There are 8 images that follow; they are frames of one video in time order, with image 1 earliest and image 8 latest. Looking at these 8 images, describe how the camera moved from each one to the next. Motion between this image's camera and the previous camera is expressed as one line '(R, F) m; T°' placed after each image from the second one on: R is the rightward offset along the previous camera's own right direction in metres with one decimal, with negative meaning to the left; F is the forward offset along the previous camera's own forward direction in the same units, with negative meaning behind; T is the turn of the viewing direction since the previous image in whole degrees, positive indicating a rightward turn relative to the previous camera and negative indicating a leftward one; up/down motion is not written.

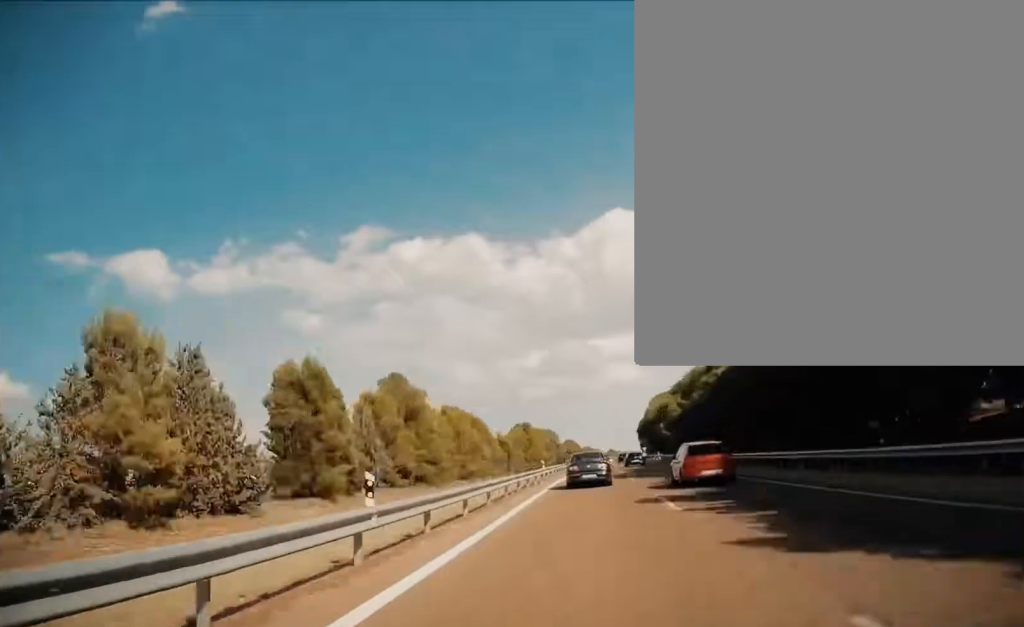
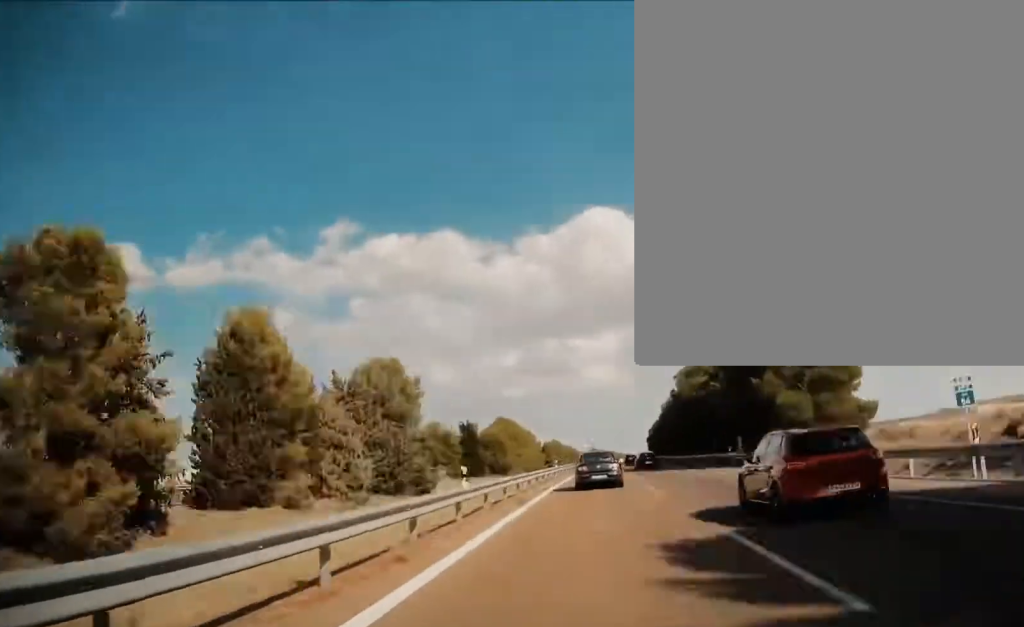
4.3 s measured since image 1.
(+0.8, +155.7) m; +2°
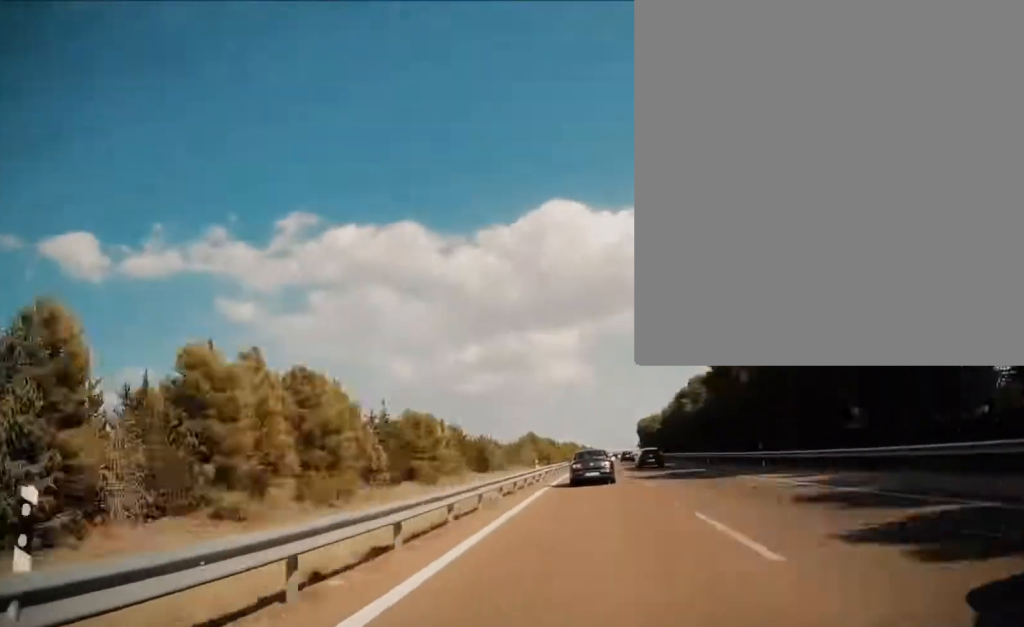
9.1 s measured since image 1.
(+6.6, +174.4) m; +2°
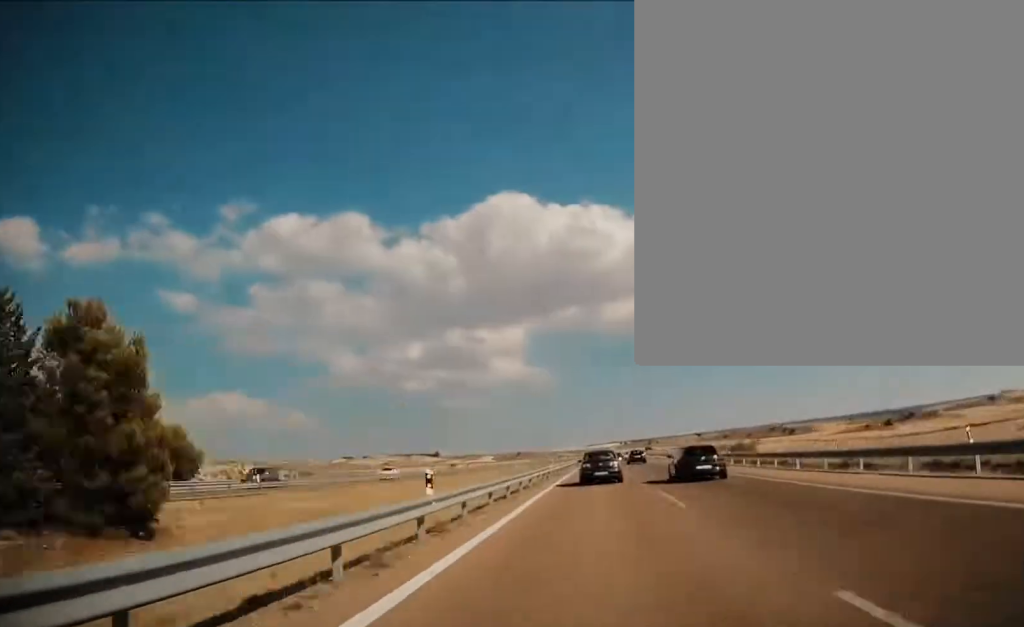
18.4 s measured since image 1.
(+11.9, +338.4) m; +3°
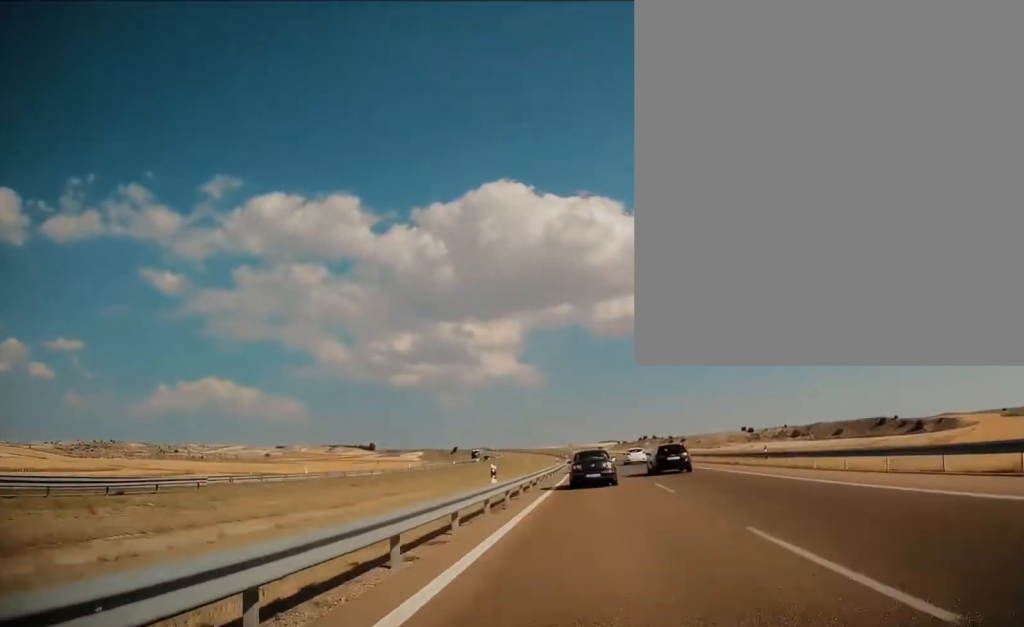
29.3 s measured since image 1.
(-0.7, +398.9) m; -4°
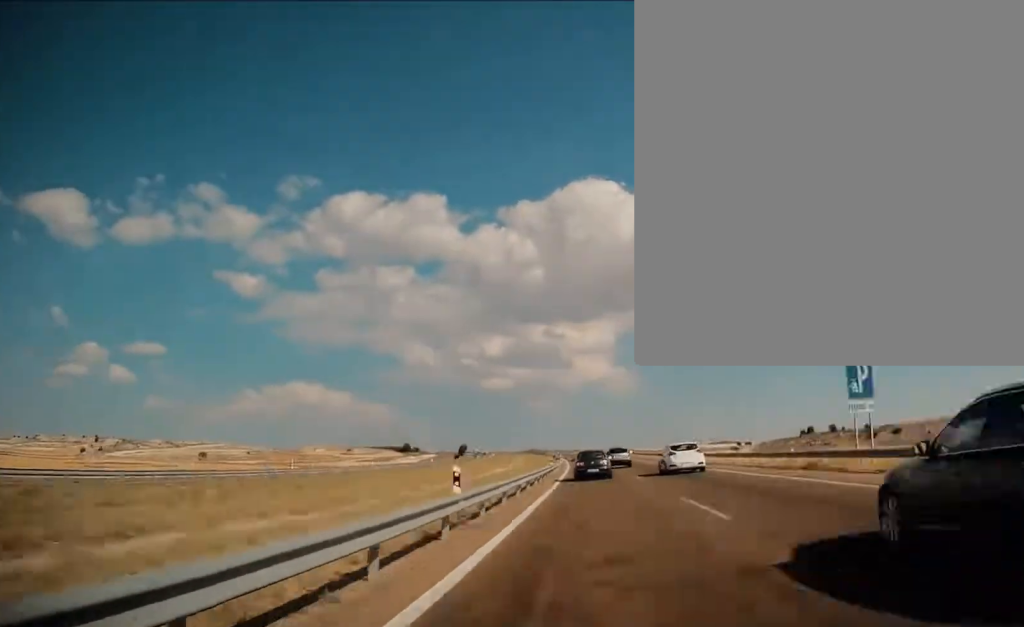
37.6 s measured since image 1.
(-19.9, +310.6) m; -8°
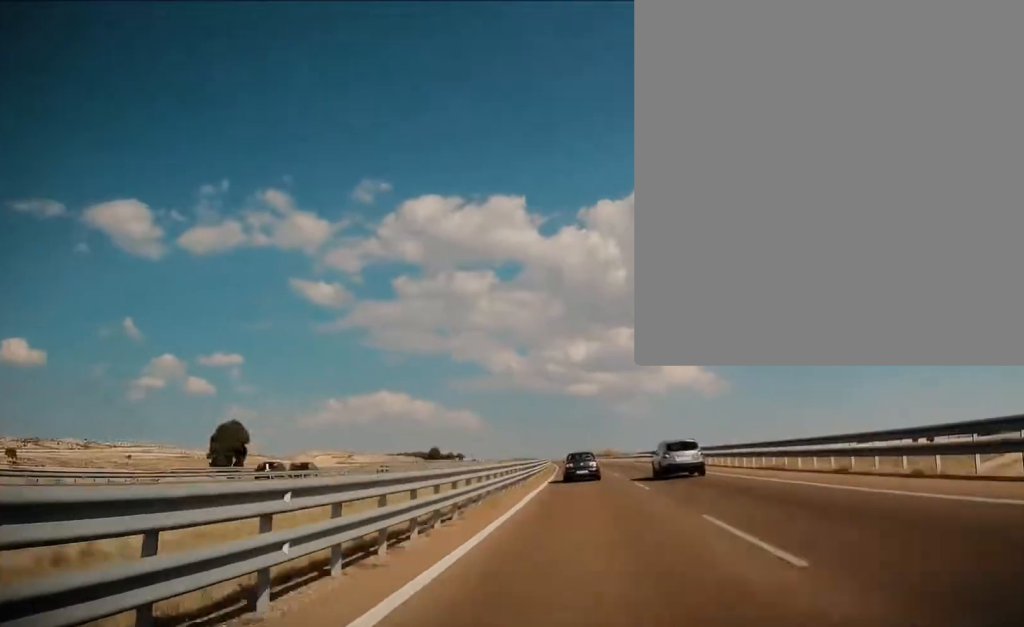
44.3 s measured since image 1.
(-14.7, +259.5) m; -7°
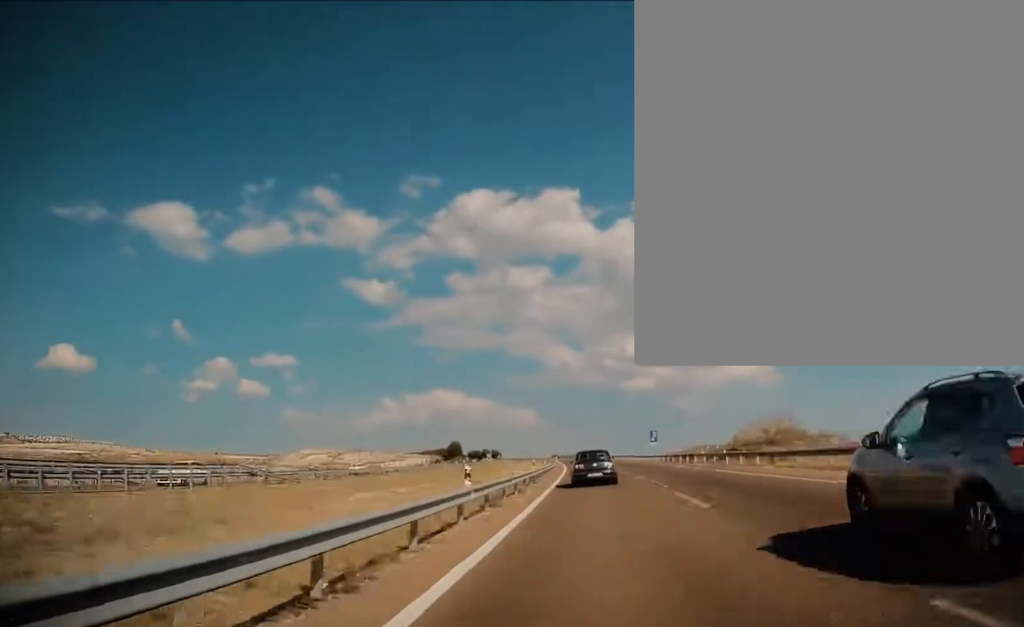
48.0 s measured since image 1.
(-10.4, +149.0) m; -4°
